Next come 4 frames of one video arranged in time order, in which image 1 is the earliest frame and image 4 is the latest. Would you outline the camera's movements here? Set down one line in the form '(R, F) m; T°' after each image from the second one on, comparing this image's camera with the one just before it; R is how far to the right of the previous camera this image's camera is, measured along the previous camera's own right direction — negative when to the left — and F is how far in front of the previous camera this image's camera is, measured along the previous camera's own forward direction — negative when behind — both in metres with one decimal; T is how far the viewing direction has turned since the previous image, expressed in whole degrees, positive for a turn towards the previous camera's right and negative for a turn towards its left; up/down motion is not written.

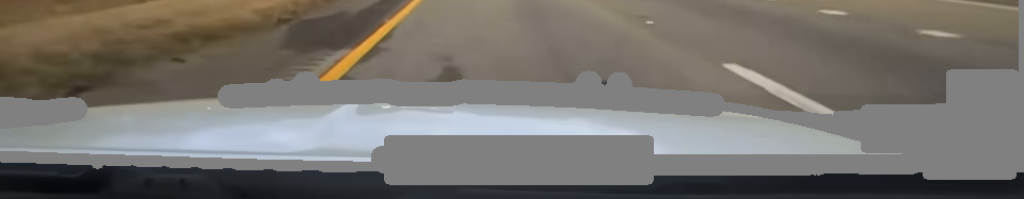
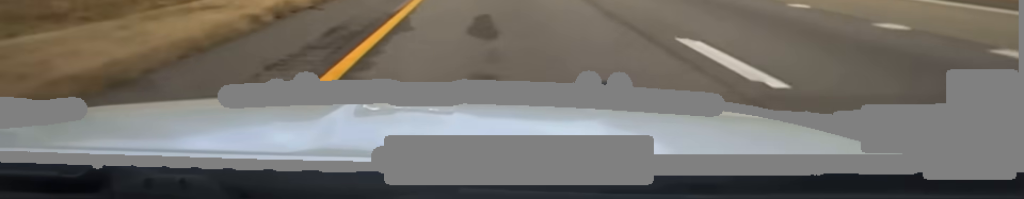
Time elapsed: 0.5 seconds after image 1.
(-0.1, +17.4) m; 0°
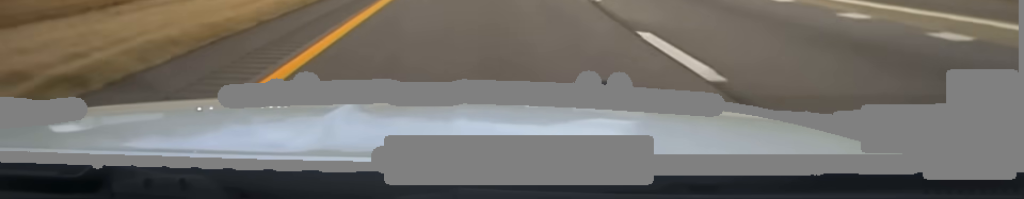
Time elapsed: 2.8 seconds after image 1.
(+0.9, +77.4) m; +2°
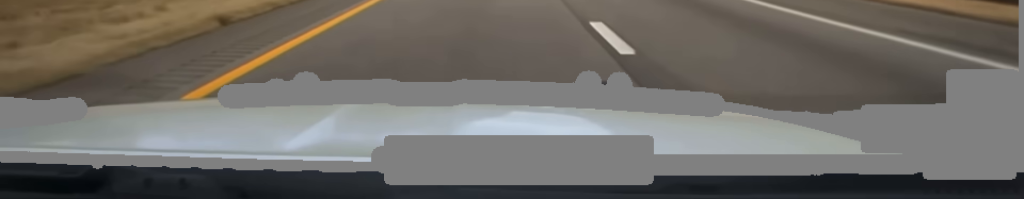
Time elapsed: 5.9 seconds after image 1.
(+7.2, +111.4) m; +7°
